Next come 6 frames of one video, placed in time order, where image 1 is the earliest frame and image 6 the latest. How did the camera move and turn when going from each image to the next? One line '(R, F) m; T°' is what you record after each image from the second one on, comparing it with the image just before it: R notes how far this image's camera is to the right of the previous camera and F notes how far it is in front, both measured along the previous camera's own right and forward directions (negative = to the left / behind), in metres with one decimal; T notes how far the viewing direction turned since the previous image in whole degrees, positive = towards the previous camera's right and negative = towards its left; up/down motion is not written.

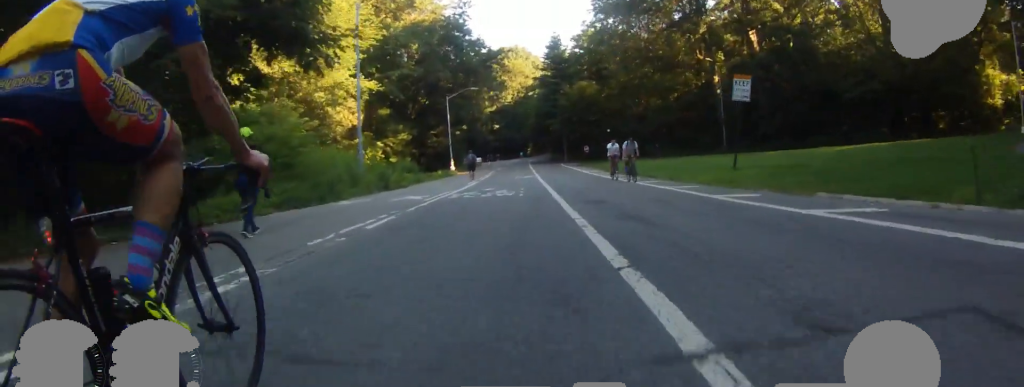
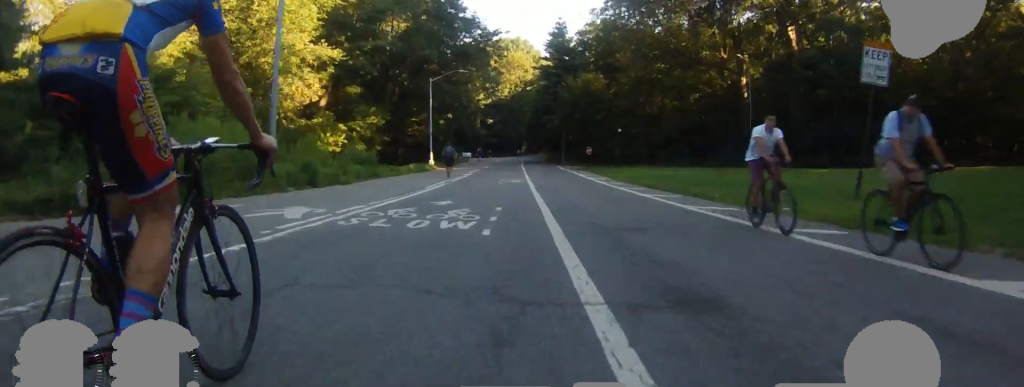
(0.0, +8.5) m; 0°
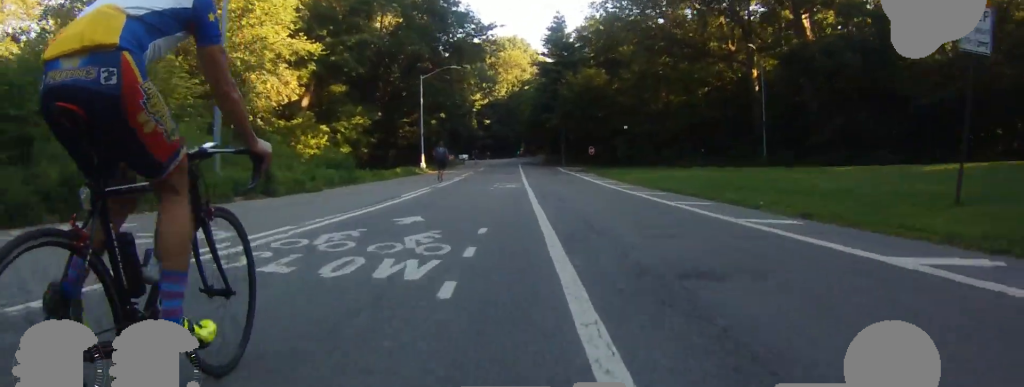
(0.0, +3.3) m; 0°
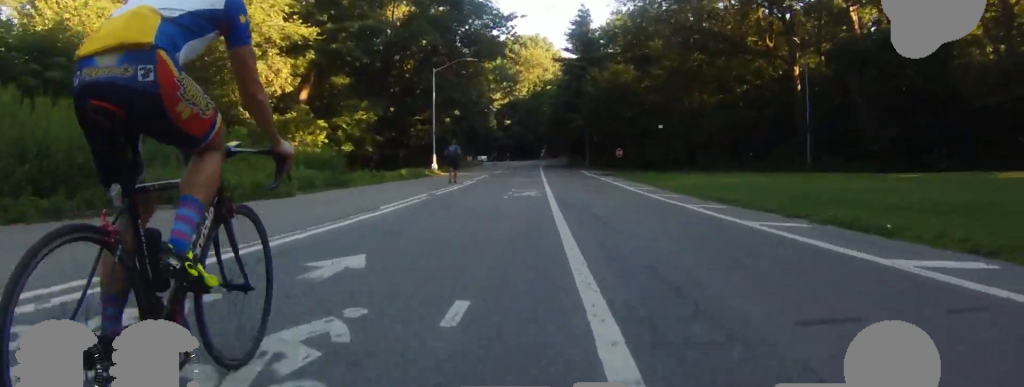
(0.0, +4.1) m; 0°
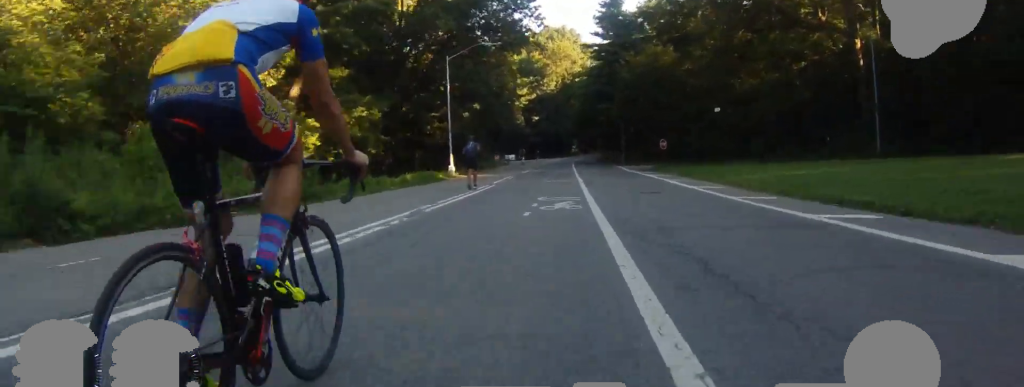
(0.0, +5.6) m; 0°
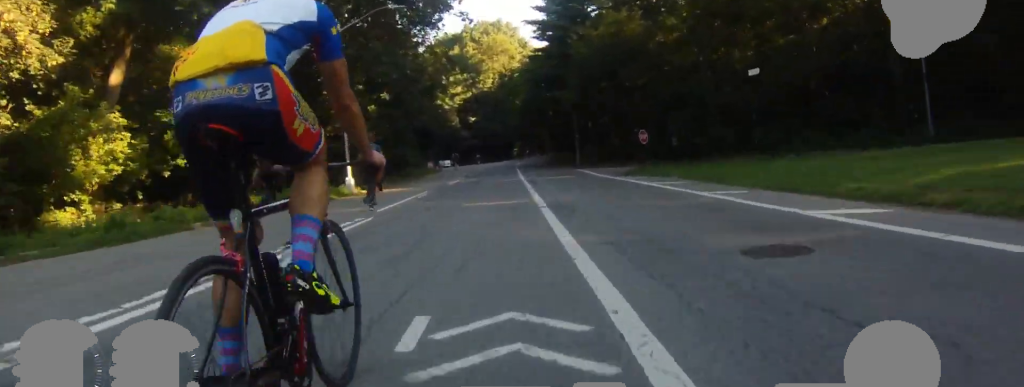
(0.0, +10.9) m; +3°
